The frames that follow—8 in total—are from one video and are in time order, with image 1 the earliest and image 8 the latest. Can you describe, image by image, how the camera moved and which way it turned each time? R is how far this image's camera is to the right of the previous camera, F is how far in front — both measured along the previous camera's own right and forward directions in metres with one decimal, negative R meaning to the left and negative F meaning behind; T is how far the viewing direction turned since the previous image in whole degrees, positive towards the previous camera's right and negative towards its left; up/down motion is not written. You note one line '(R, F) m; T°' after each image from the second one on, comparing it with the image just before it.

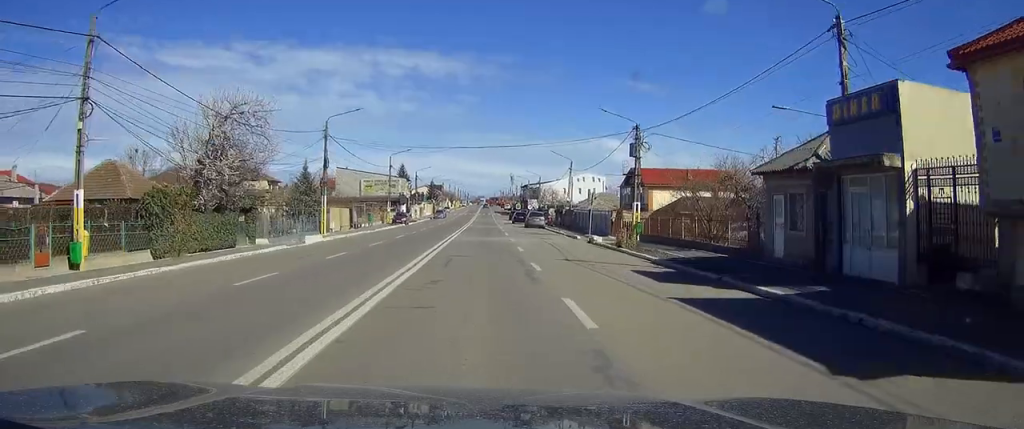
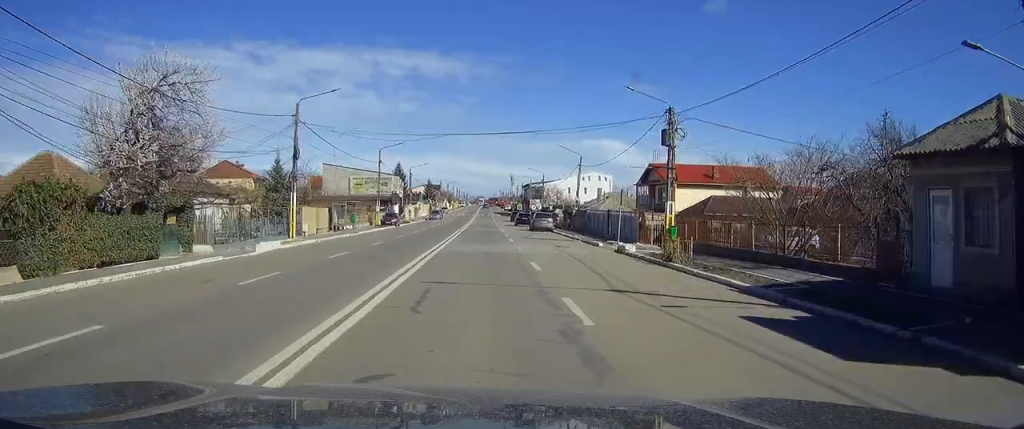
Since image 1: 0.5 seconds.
(0.0, +8.6) m; 0°
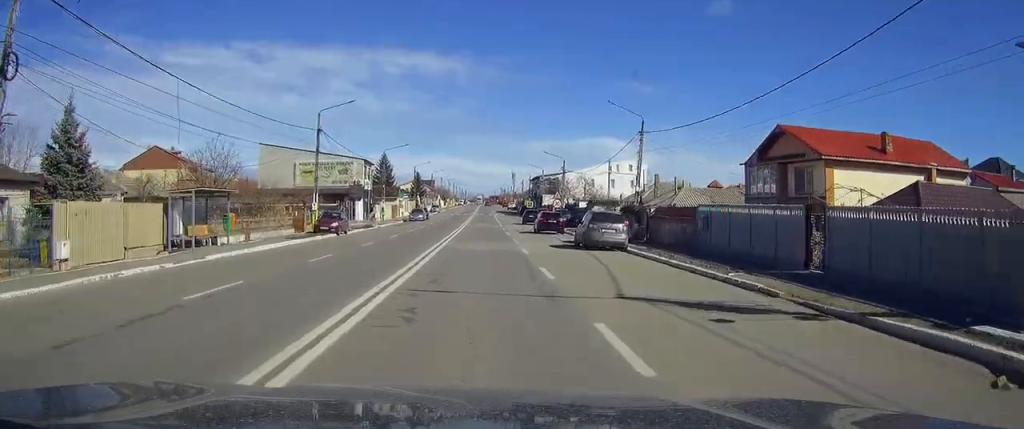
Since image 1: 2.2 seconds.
(0.0, +29.6) m; 0°
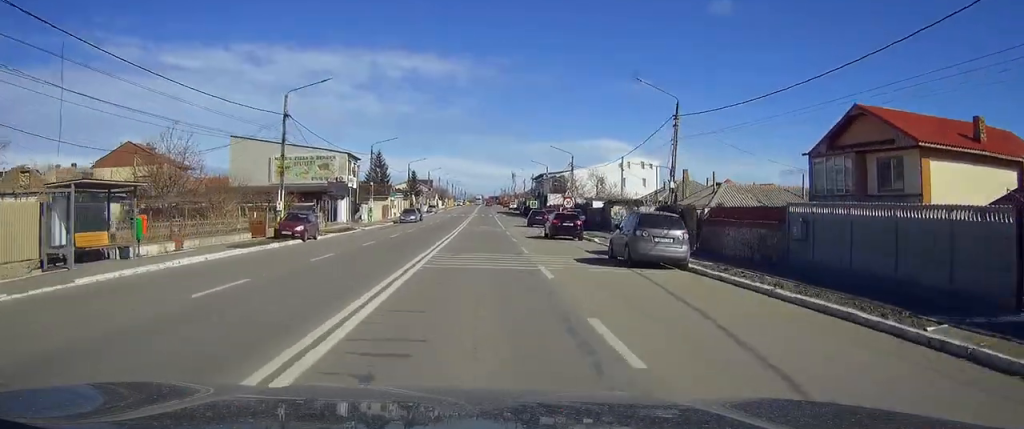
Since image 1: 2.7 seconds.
(0.0, +8.6) m; 0°
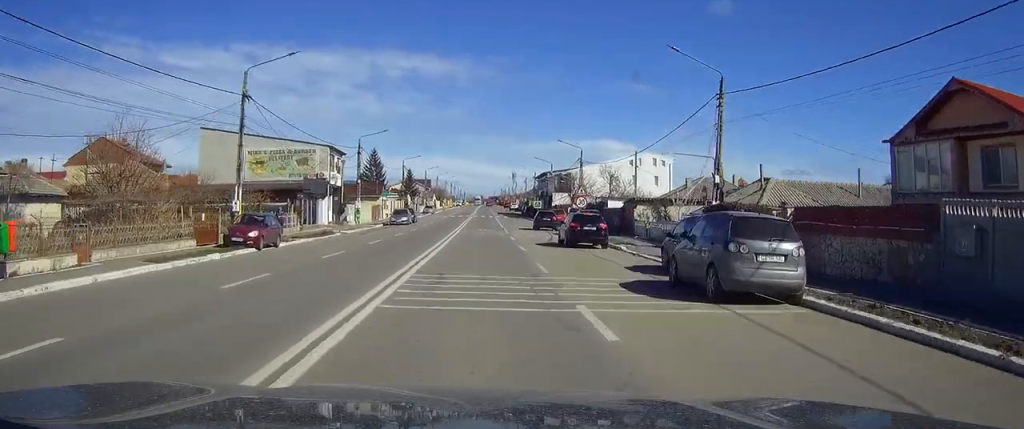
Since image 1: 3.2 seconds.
(0.0, +7.4) m; 0°
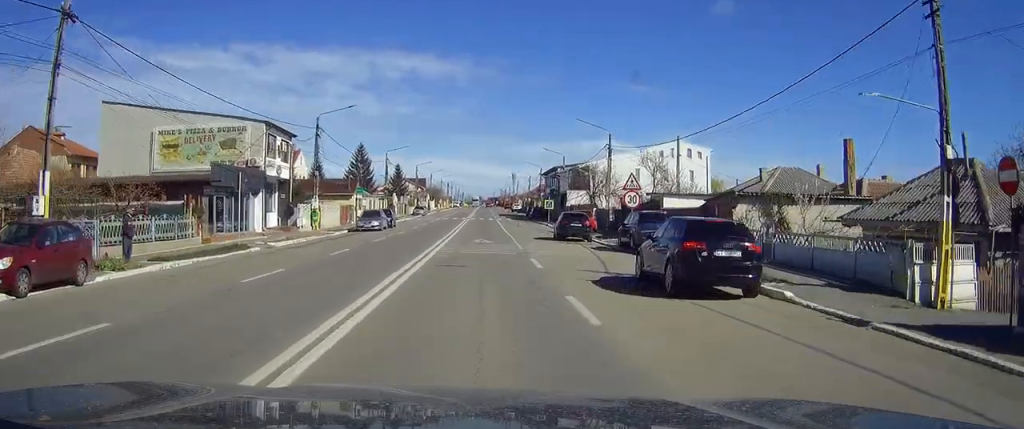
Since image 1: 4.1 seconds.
(+0.1, +16.6) m; 0°
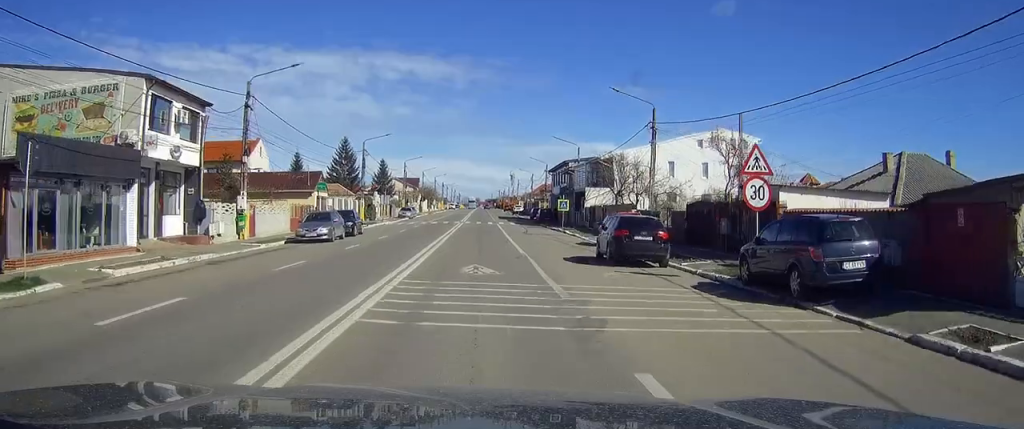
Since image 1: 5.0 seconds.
(-0.1, +14.9) m; 0°
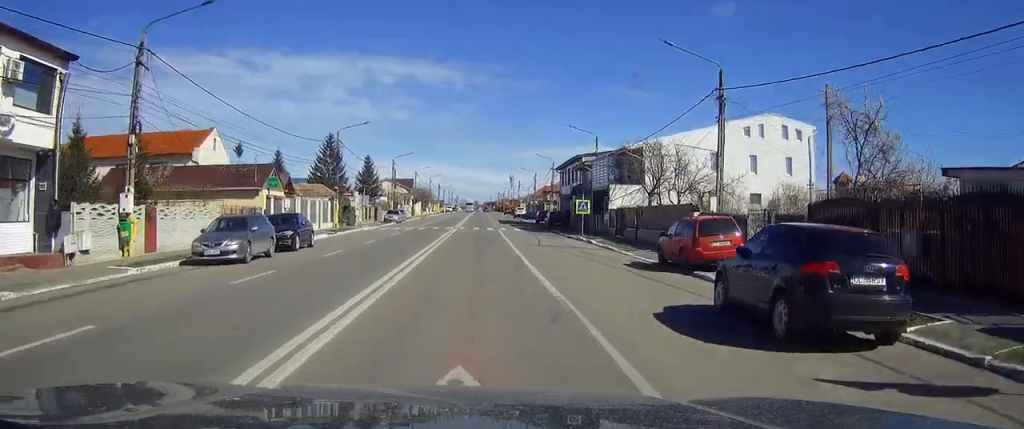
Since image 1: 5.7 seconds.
(0.0, +12.0) m; 0°
